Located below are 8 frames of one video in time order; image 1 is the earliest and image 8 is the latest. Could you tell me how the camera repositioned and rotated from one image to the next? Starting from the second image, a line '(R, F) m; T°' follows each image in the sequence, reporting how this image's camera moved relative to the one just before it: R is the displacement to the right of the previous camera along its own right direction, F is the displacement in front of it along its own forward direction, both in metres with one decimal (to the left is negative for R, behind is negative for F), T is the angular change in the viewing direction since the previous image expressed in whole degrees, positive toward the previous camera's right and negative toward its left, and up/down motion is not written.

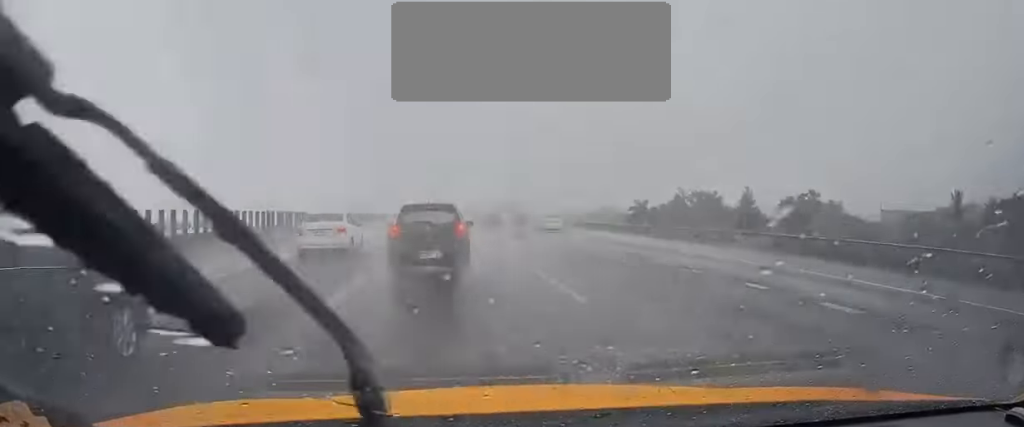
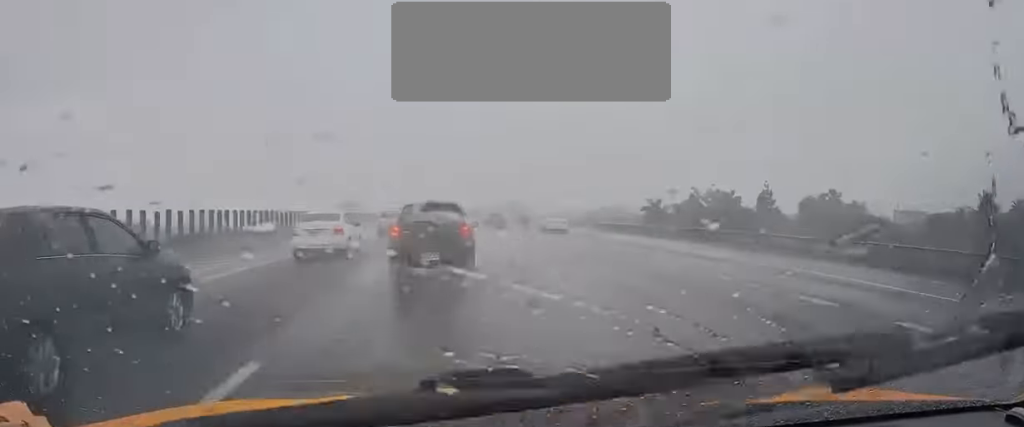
(0.0, +8.7) m; 0°
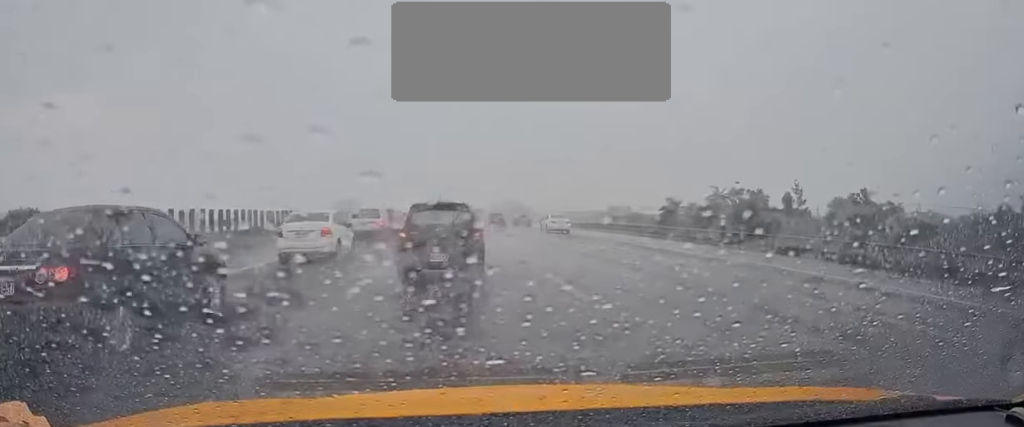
(-0.1, +13.0) m; 0°
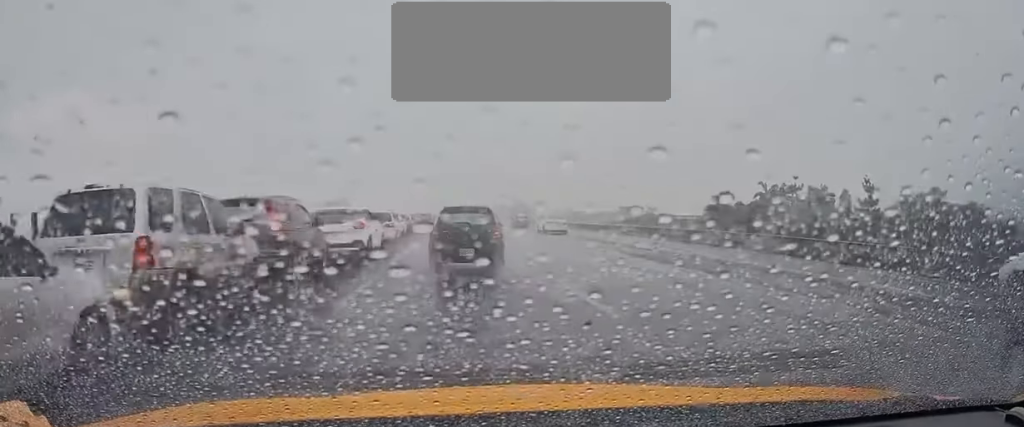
(+0.2, +25.0) m; 0°
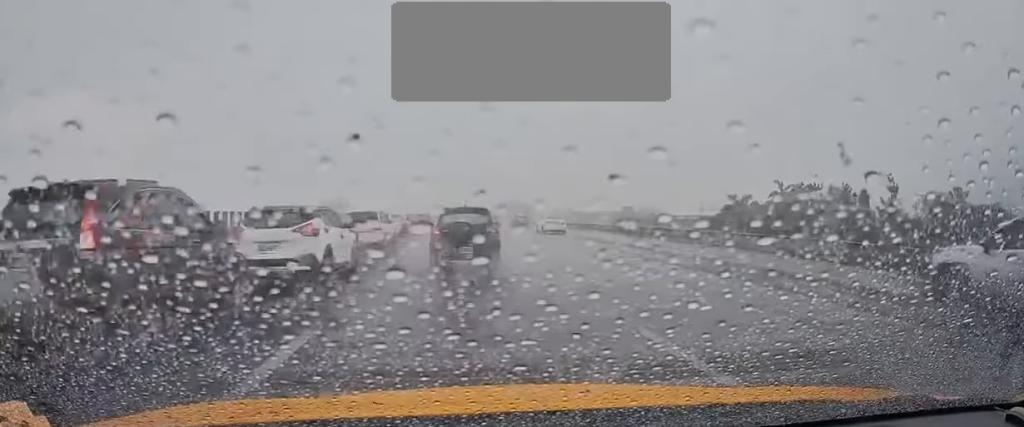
(0.0, +5.9) m; 0°
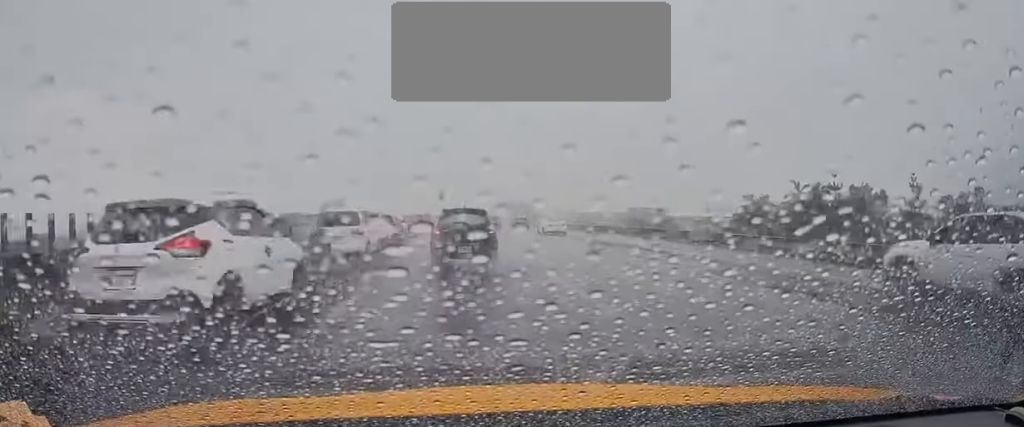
(0.0, +5.2) m; 0°
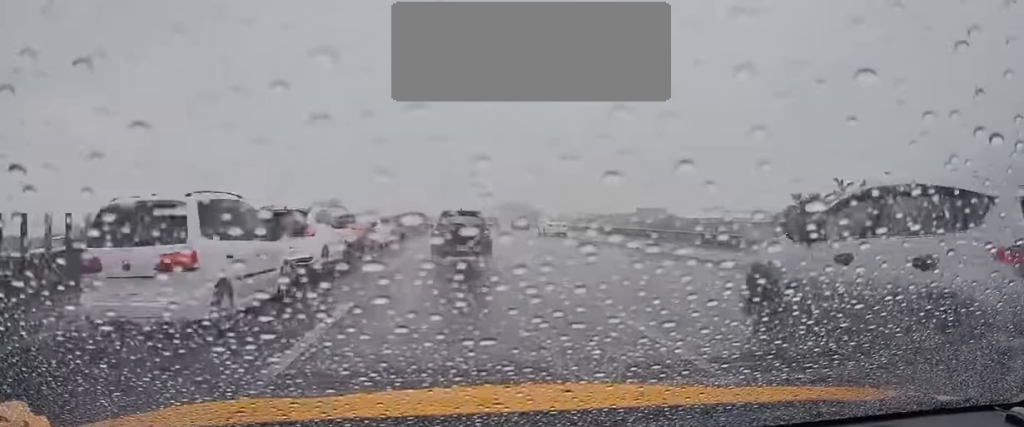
(+0.1, +11.9) m; +1°
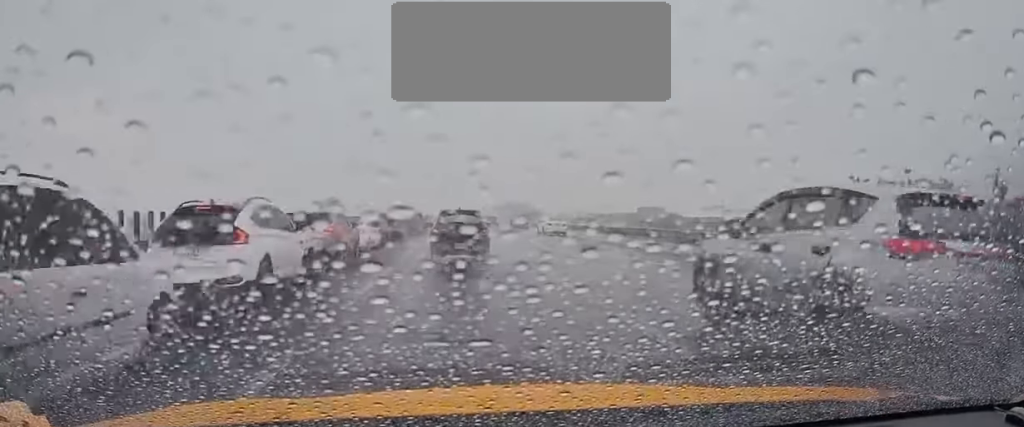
(+0.1, +4.0) m; 0°
